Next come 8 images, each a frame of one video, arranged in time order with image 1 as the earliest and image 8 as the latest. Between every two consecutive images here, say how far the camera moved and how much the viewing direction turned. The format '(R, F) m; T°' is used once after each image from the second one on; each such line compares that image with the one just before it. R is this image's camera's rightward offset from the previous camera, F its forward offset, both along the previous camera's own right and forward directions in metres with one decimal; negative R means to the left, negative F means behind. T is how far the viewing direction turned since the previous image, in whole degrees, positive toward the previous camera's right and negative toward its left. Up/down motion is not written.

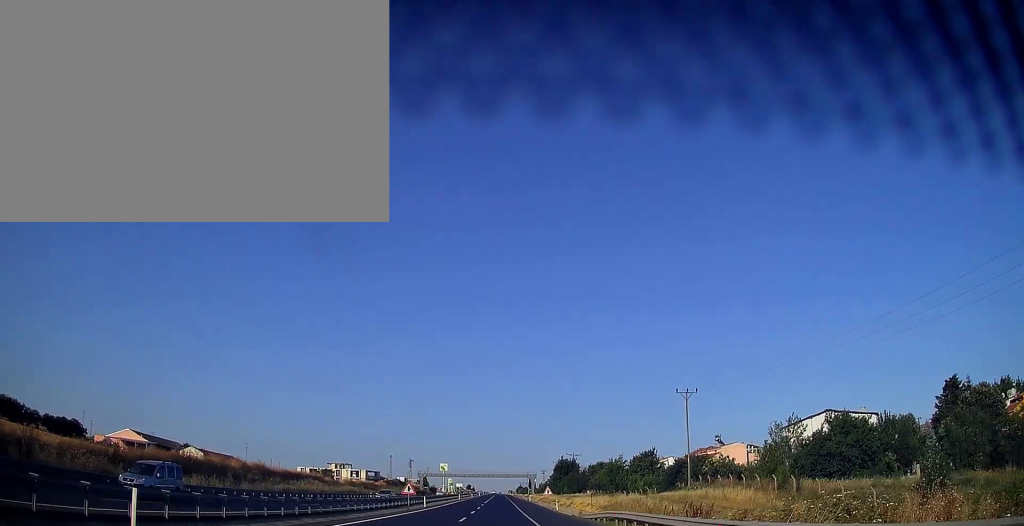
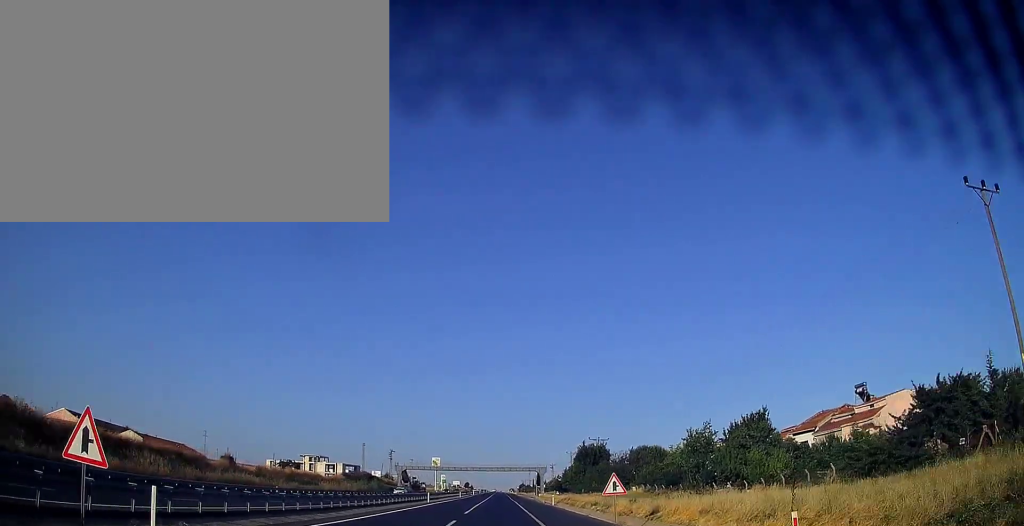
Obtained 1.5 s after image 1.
(0.0, +42.9) m; 0°
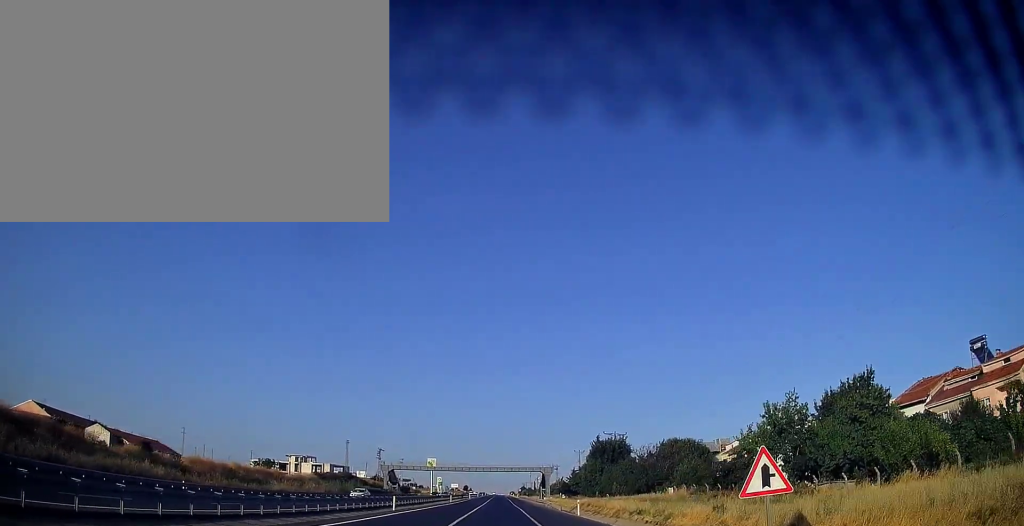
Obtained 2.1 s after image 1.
(0.0, +19.5) m; 0°
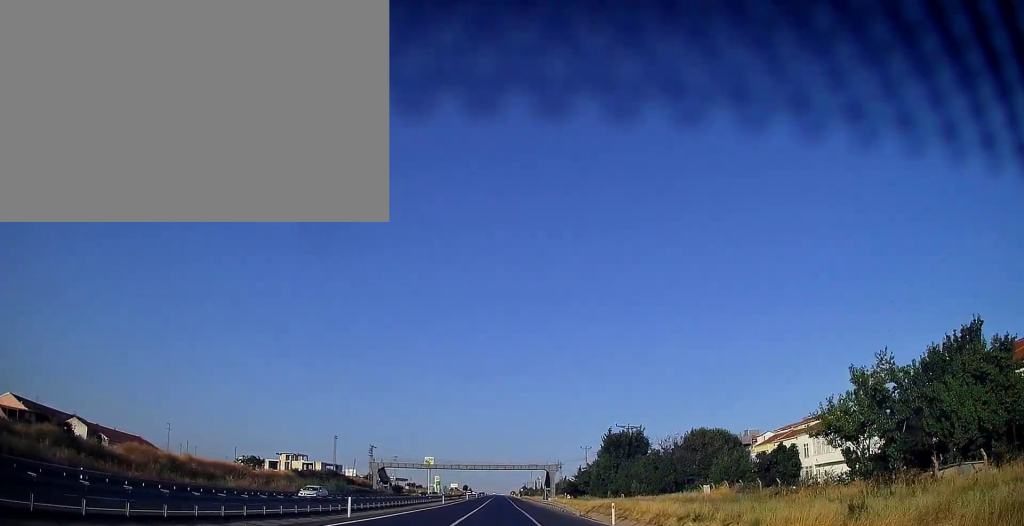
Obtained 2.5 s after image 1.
(0.0, +11.7) m; 0°
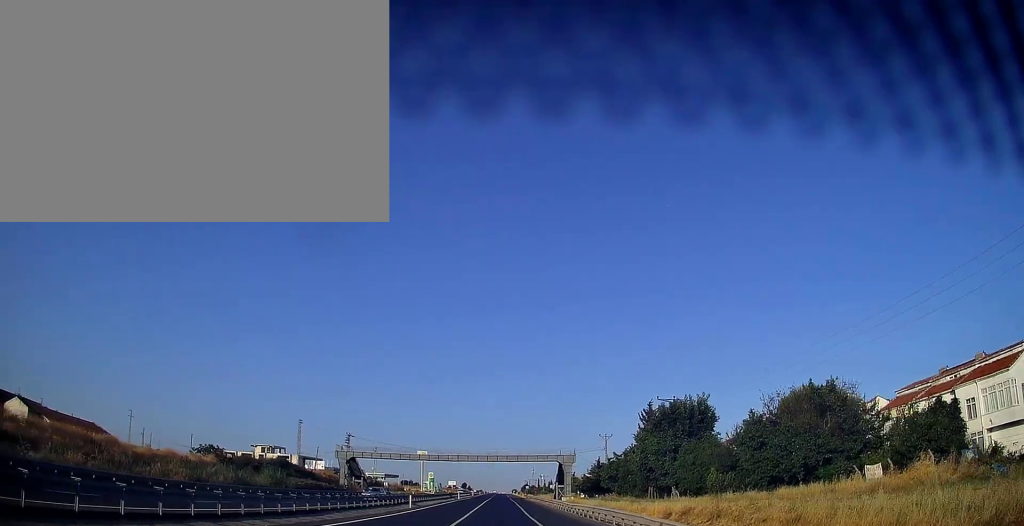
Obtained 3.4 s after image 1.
(0.0, +26.4) m; 0°
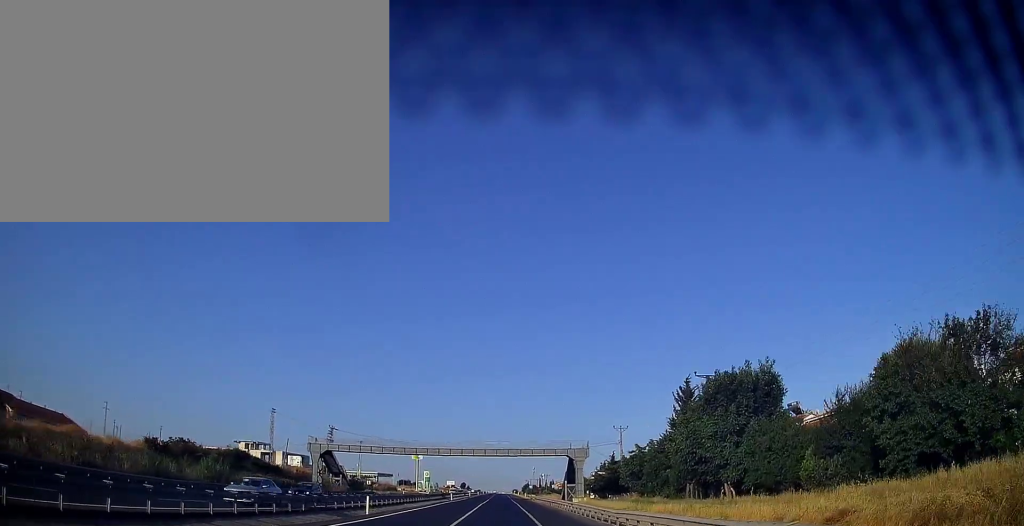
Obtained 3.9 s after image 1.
(0.0, +13.7) m; 0°
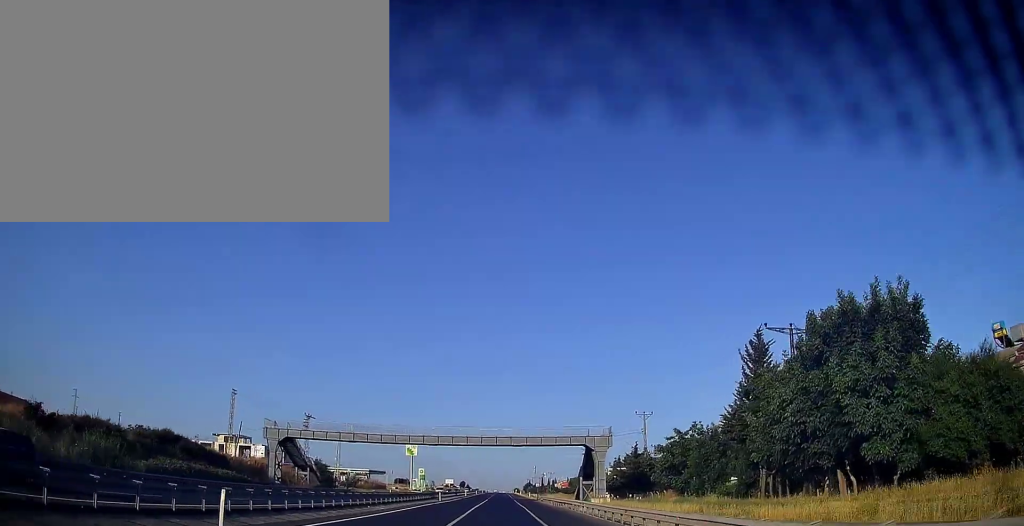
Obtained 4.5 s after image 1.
(0.0, +17.6) m; 0°
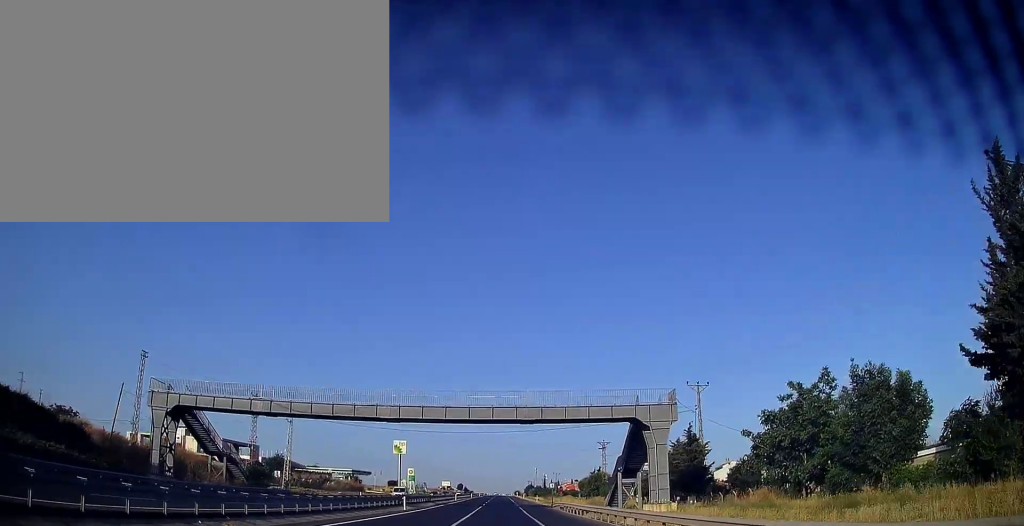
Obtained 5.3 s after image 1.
(0.0, +24.5) m; 0°
